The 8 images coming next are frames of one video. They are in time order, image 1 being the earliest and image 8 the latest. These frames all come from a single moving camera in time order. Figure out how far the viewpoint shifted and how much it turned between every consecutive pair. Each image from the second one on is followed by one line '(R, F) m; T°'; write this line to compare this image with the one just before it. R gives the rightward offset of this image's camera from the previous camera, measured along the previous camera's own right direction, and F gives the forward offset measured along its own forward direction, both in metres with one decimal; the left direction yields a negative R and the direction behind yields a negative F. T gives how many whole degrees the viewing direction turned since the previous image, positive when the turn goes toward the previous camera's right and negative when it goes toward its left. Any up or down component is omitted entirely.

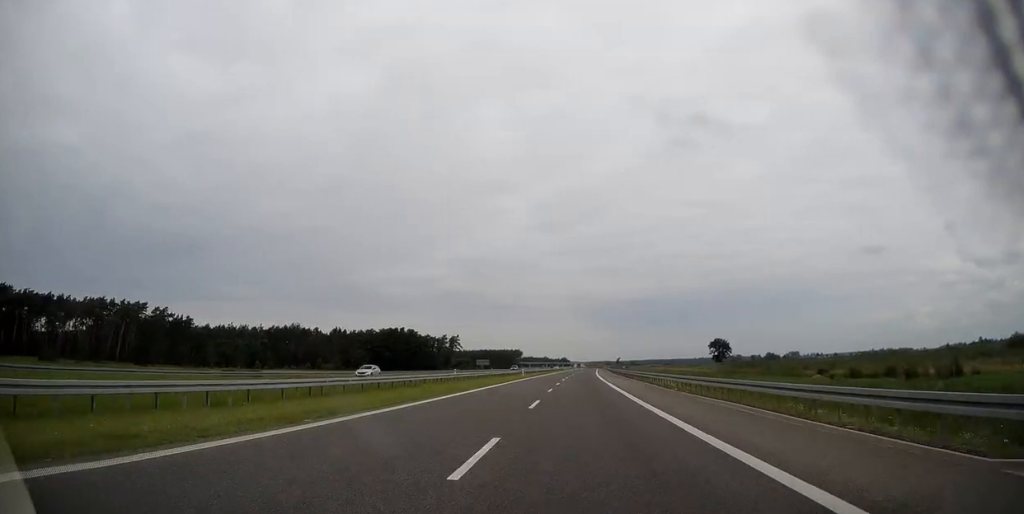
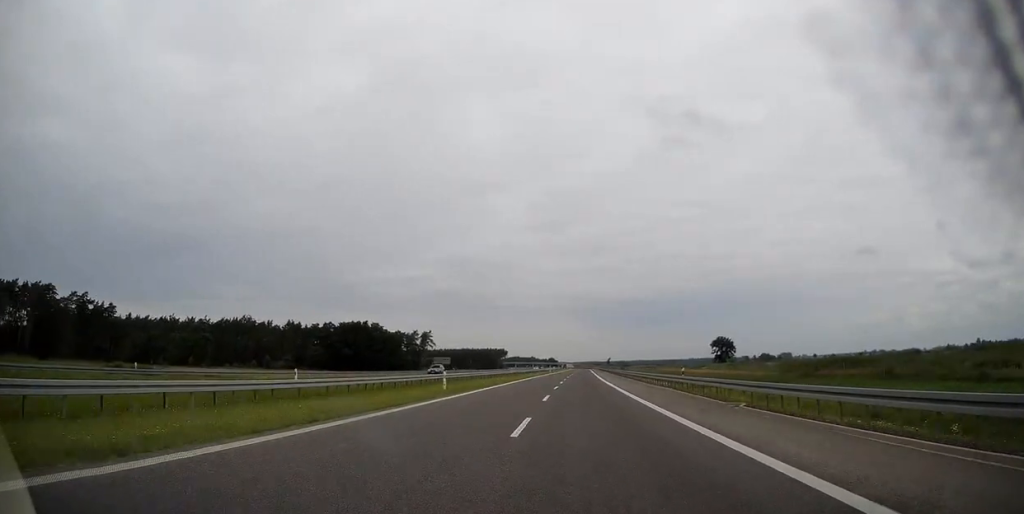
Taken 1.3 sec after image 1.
(+0.4, +43.9) m; +1°
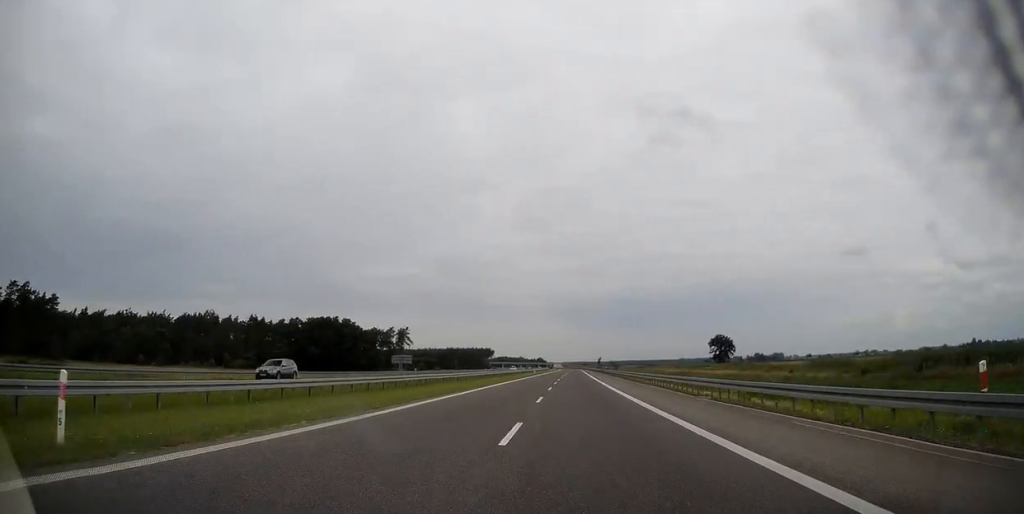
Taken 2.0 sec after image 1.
(+0.1, +25.4) m; +1°
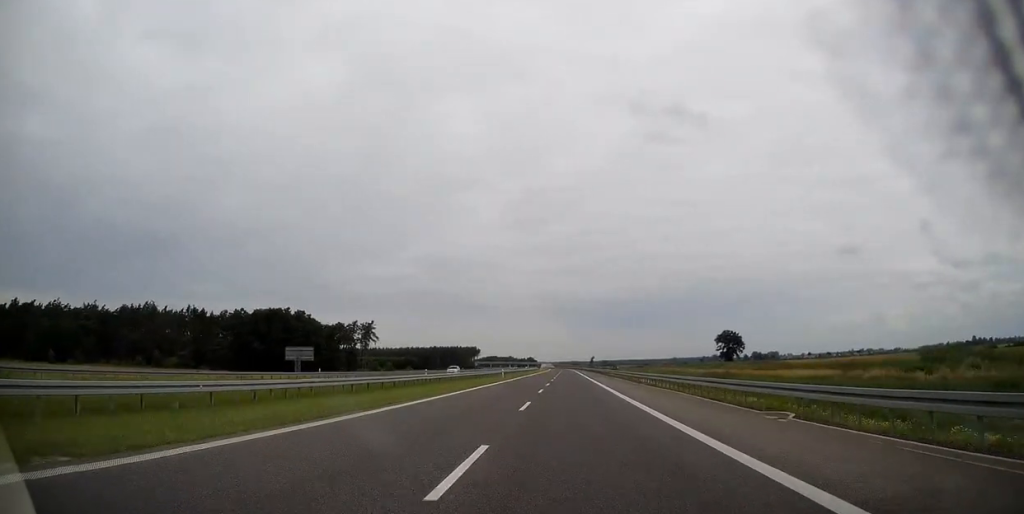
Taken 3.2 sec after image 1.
(+0.5, +40.4) m; +1°
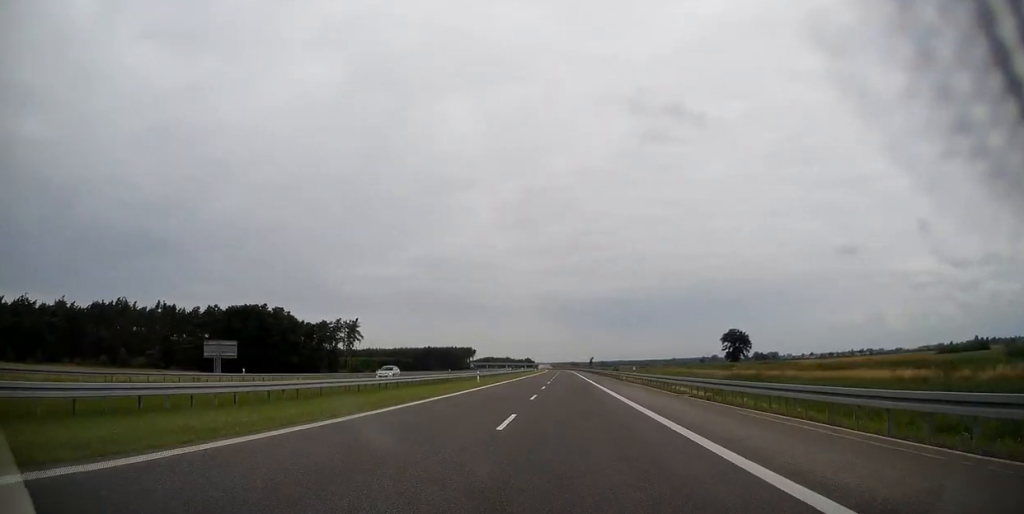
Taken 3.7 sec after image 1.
(+0.1, +17.3) m; 0°
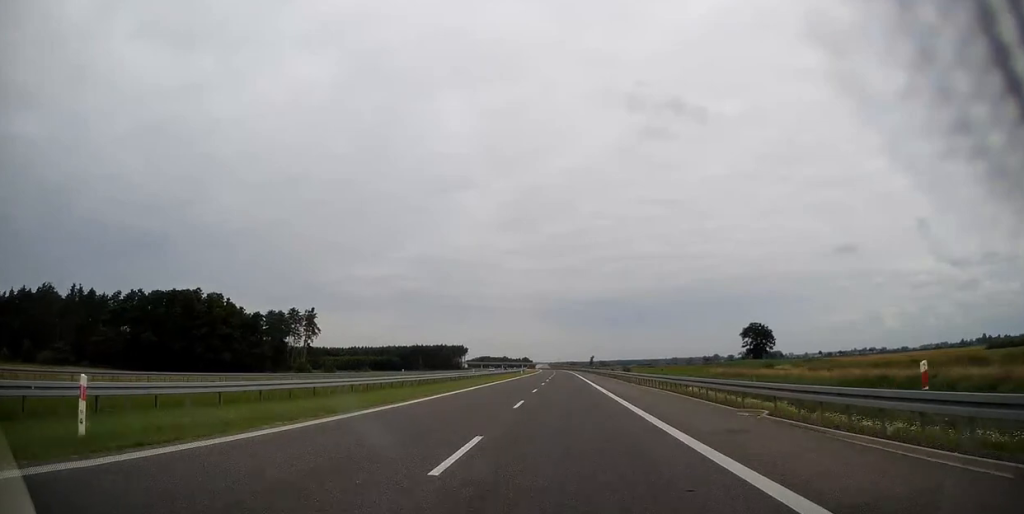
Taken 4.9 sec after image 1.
(0.0, +41.7) m; 0°
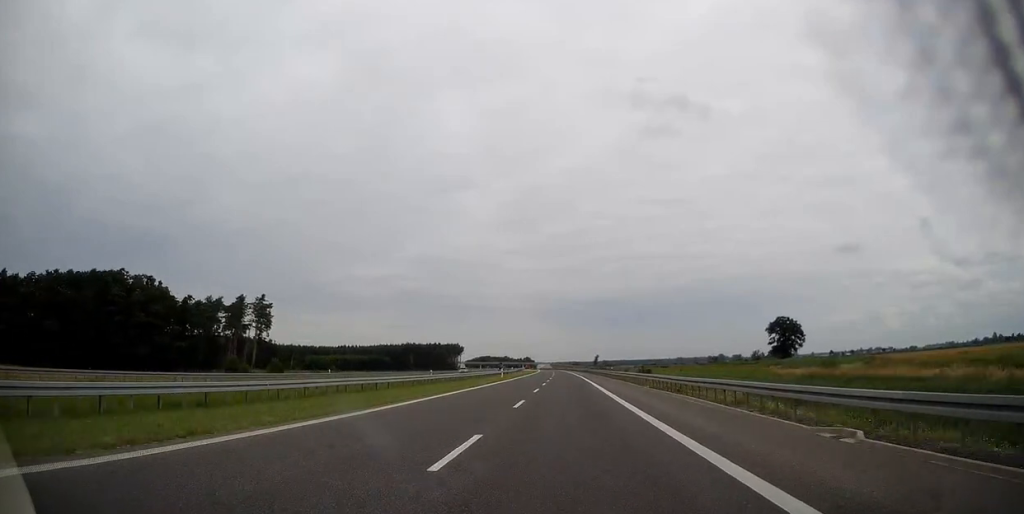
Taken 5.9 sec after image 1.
(+0.1, +35.9) m; 0°
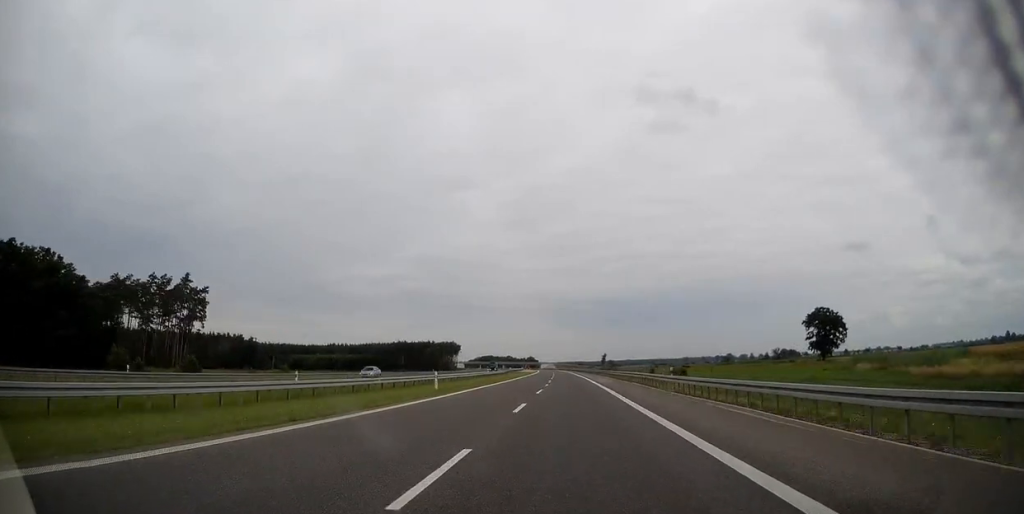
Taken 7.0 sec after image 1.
(-0.1, +38.2) m; 0°
